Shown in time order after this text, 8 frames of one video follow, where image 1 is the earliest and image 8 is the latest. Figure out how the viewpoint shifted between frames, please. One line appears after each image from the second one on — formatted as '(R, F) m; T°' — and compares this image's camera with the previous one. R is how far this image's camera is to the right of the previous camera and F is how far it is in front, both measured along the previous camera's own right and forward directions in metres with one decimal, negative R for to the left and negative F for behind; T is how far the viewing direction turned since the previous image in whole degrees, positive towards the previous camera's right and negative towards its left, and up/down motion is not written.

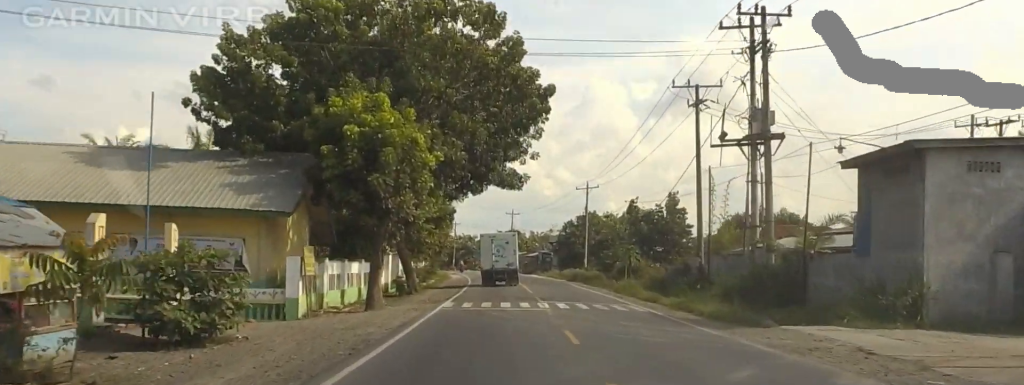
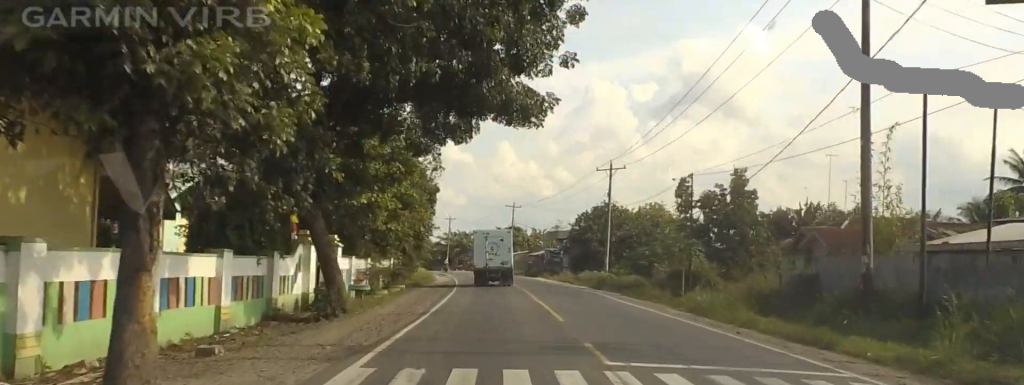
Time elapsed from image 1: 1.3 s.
(+1.3, +19.0) m; +3°
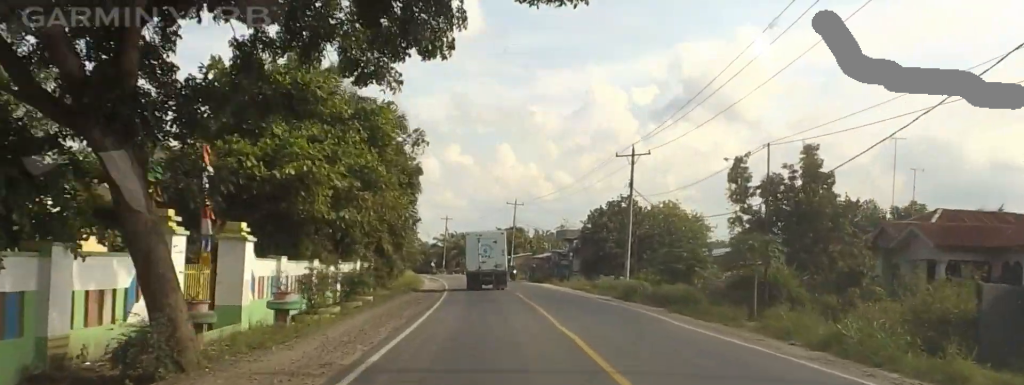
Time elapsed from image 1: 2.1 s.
(-0.6, +11.9) m; -4°
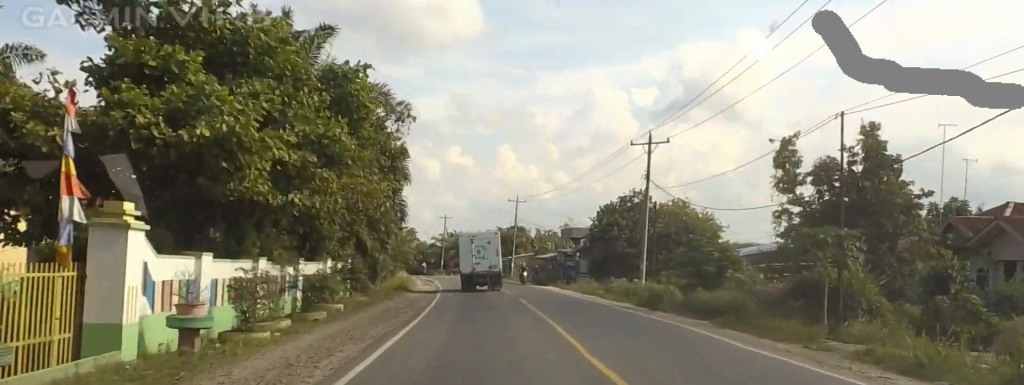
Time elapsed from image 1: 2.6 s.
(-0.2, +6.5) m; -1°
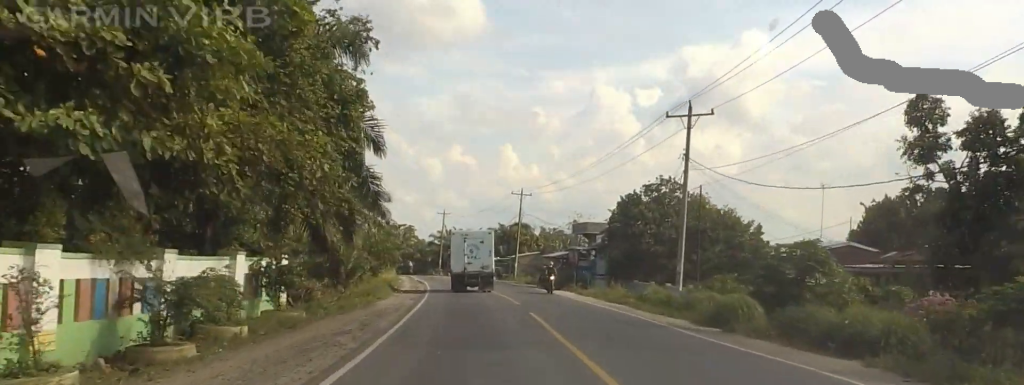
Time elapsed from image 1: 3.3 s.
(-0.4, +10.6) m; 0°
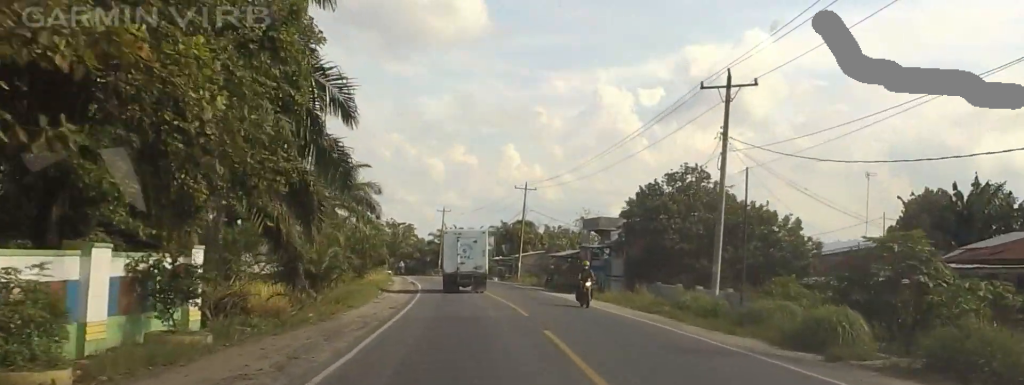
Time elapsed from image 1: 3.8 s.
(+0.3, +7.2) m; 0°
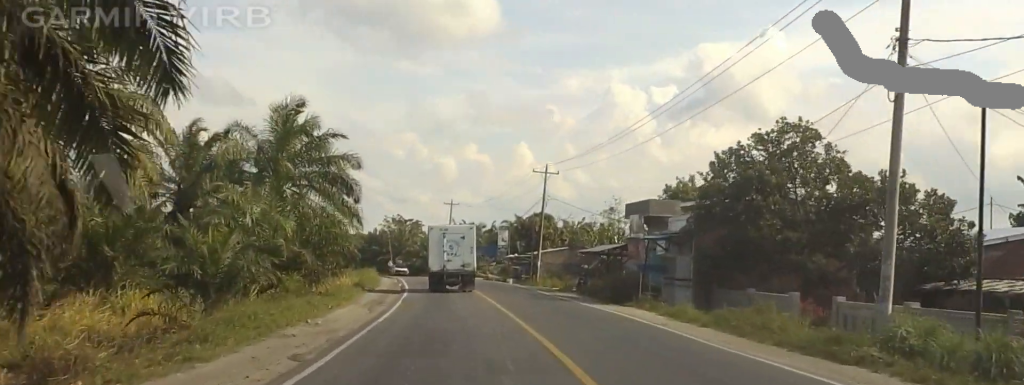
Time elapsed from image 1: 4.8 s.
(0.0, +15.4) m; -1°
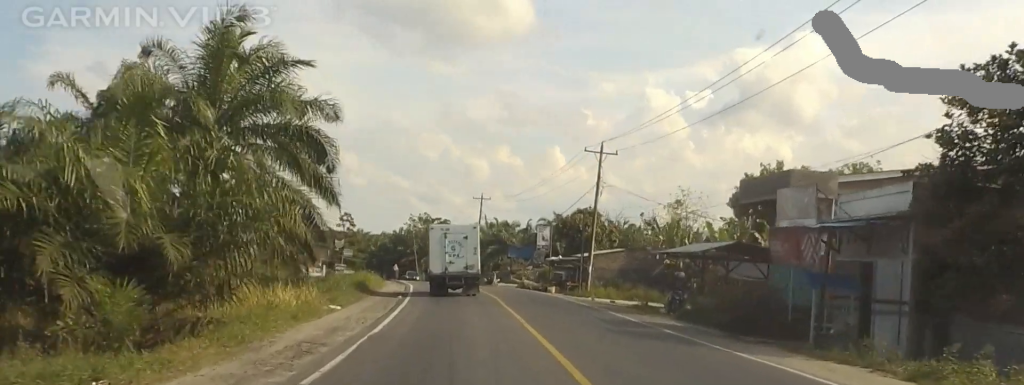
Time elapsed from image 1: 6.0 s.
(-0.3, +17.0) m; 0°
